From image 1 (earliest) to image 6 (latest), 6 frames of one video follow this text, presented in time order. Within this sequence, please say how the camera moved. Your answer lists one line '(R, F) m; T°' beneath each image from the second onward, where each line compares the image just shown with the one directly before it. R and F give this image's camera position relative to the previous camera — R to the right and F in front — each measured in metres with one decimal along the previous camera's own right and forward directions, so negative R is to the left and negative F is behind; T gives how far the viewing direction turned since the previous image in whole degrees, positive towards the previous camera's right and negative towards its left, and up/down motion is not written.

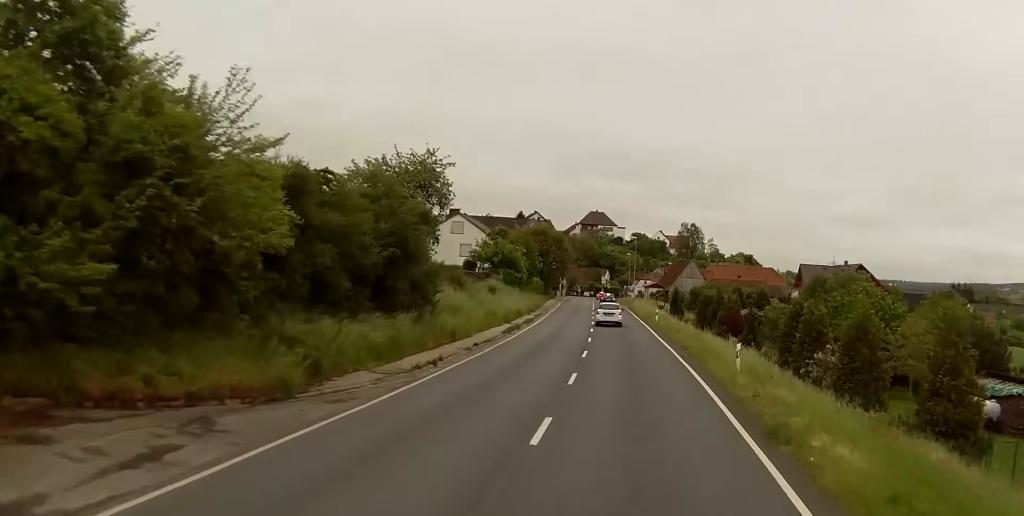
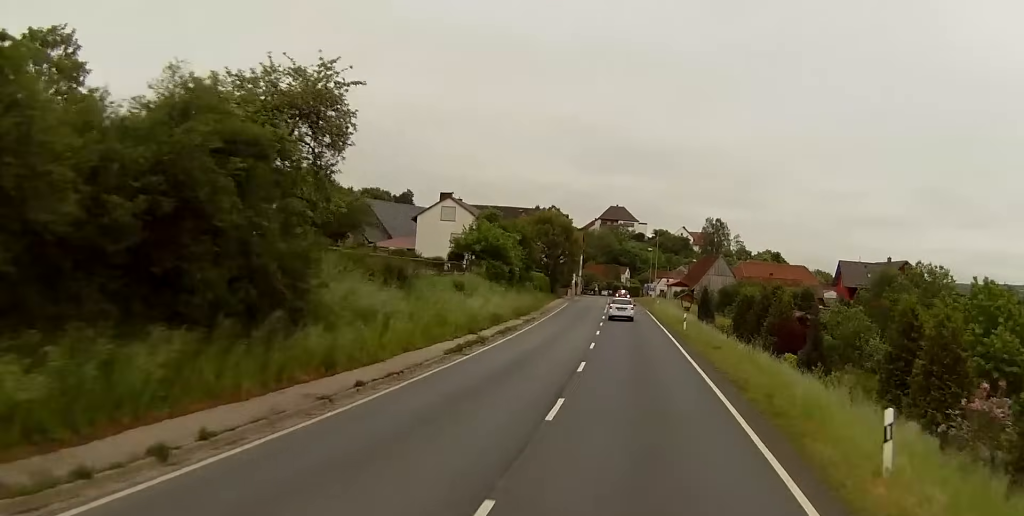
(-0.4, +16.5) m; -2°
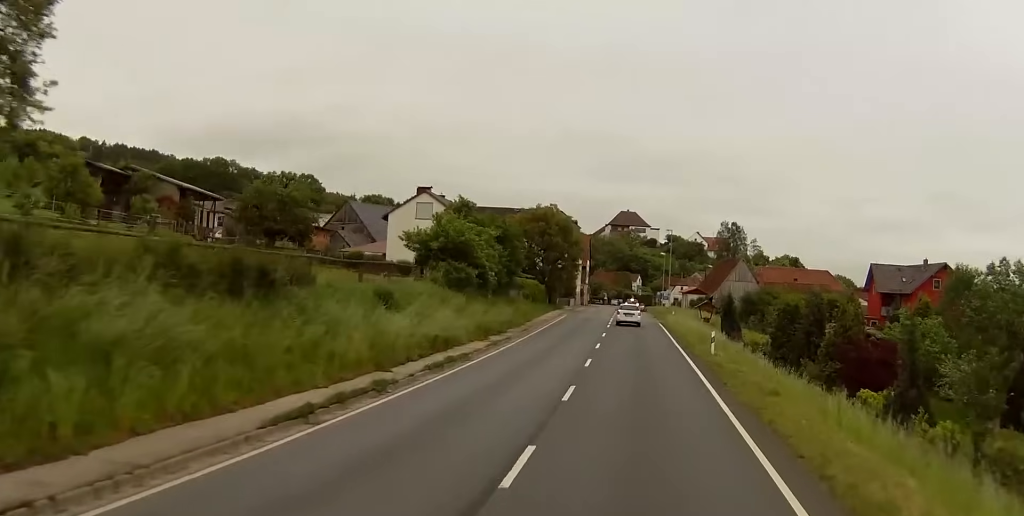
(-0.2, +14.3) m; -1°
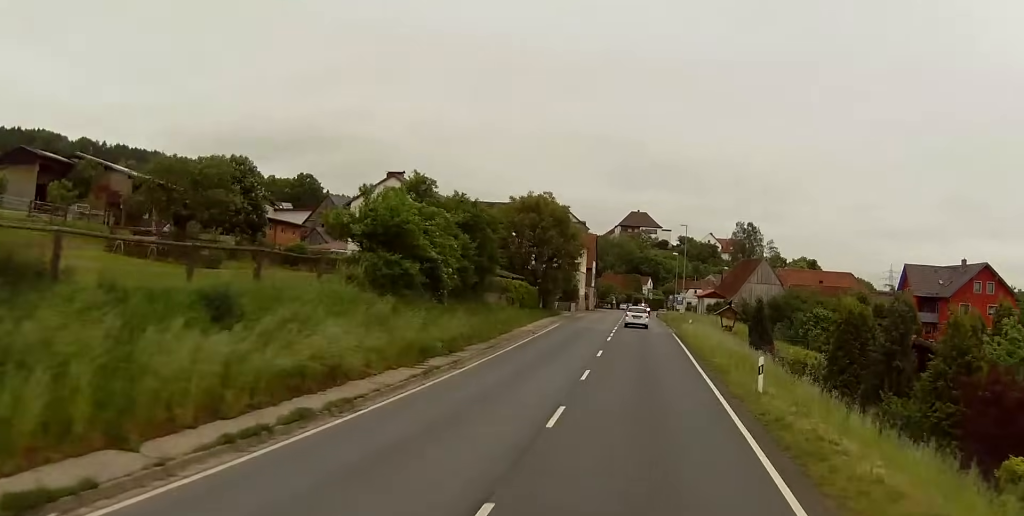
(+0.1, +12.8) m; 0°
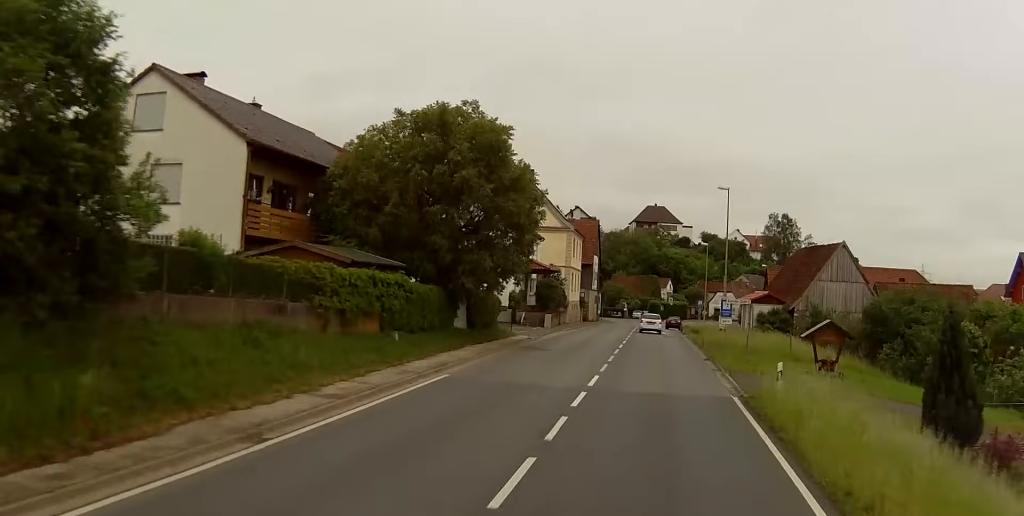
(-0.9, +34.6) m; -1°
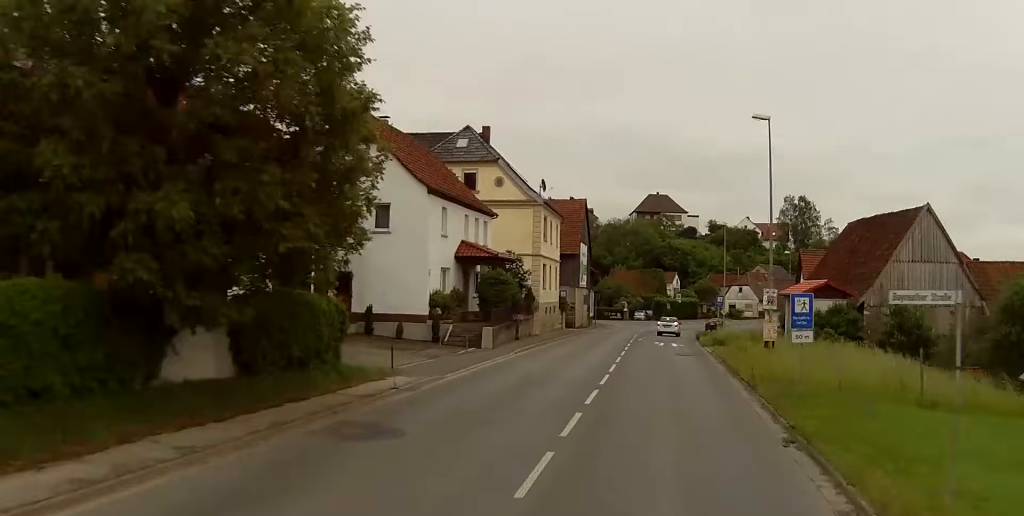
(+0.1, +21.9) m; -1°
